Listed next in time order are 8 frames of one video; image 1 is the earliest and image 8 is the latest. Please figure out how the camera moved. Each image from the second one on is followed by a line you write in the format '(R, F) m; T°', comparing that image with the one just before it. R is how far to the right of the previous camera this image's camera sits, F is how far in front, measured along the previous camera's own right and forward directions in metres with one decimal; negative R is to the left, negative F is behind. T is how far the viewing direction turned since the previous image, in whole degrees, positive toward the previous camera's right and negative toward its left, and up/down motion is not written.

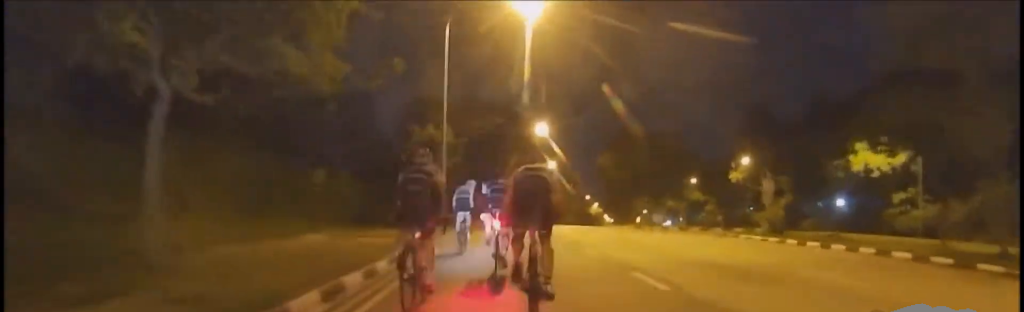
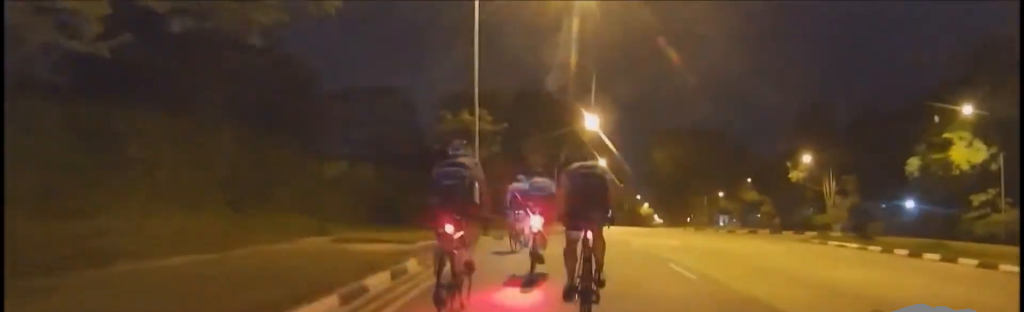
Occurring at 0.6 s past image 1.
(+0.1, +4.9) m; -1°
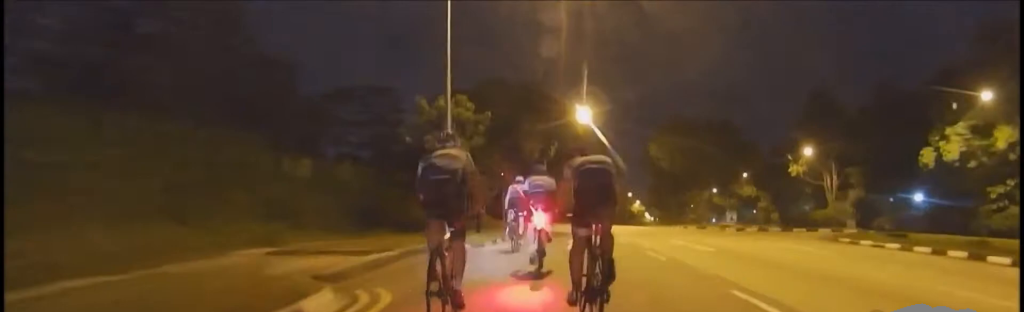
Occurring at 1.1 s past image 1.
(-0.2, +3.4) m; -2°
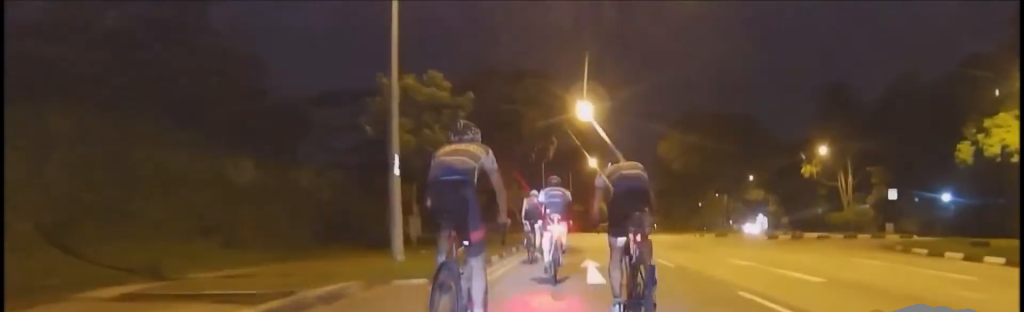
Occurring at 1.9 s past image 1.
(-0.1, +5.6) m; -1°
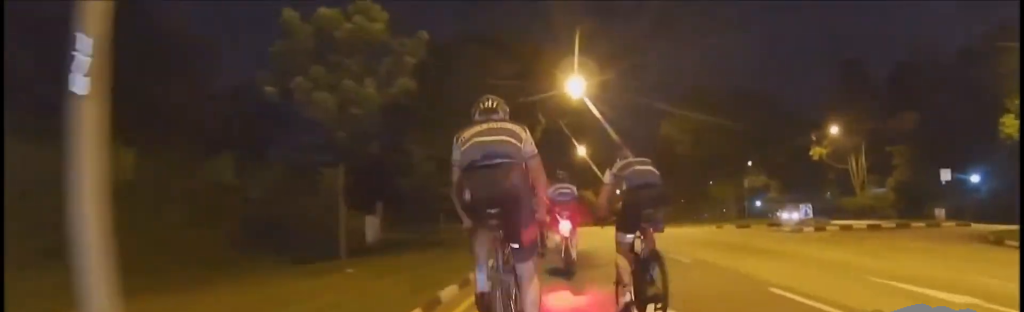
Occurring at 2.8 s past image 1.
(0.0, +6.6) m; 0°
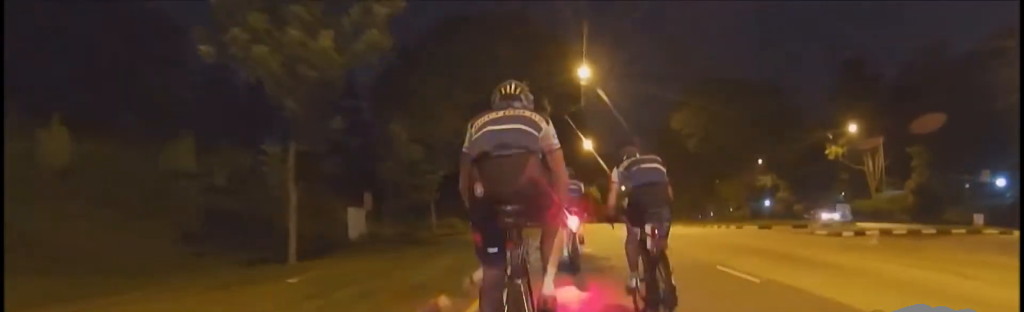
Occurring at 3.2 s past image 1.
(0.0, +3.0) m; 0°
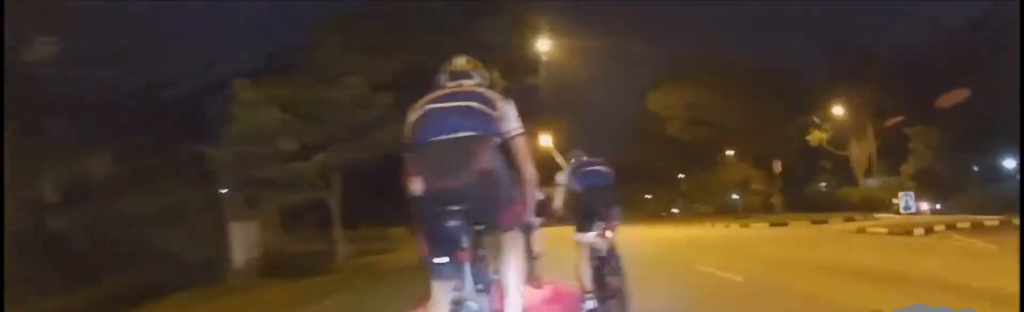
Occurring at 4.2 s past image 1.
(0.0, +6.6) m; 0°
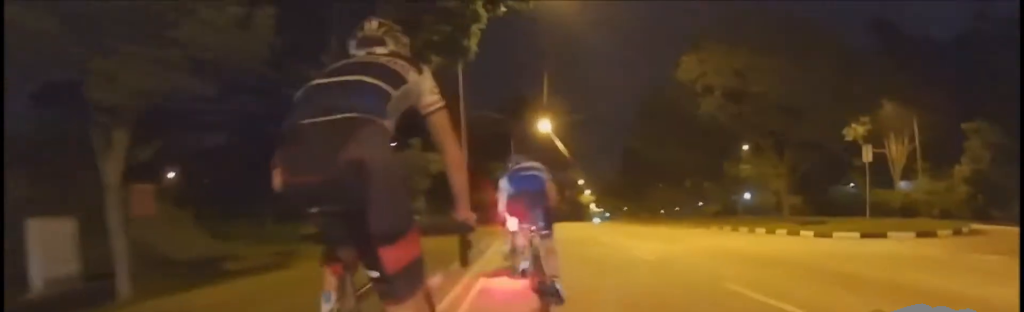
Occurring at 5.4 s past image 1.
(0.0, +8.1) m; 0°
